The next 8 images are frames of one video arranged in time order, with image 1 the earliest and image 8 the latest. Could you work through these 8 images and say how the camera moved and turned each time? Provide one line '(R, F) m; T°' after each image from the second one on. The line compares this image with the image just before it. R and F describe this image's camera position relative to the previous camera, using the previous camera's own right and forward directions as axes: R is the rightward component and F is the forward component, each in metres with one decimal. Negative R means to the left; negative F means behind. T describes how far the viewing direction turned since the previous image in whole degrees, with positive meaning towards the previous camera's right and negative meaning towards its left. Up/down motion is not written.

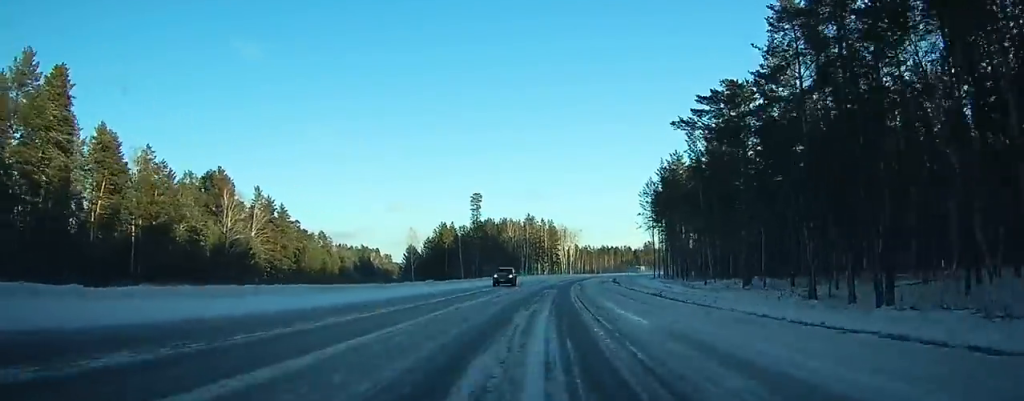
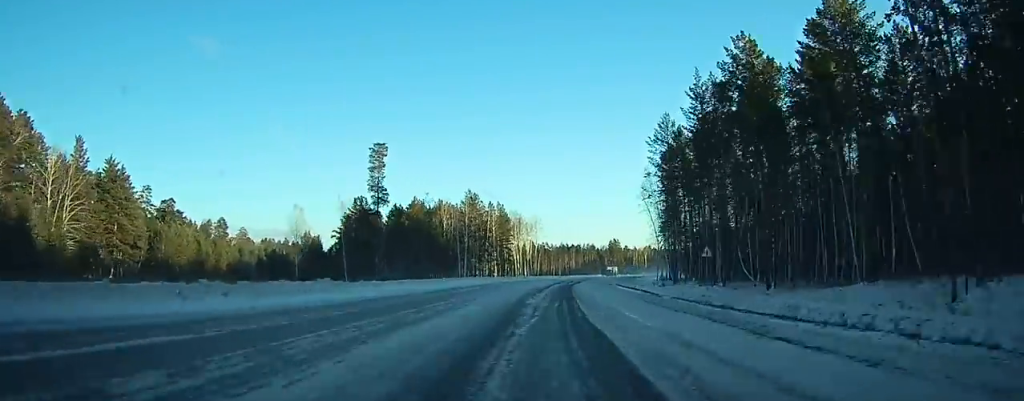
(+1.7, +61.0) m; +4°
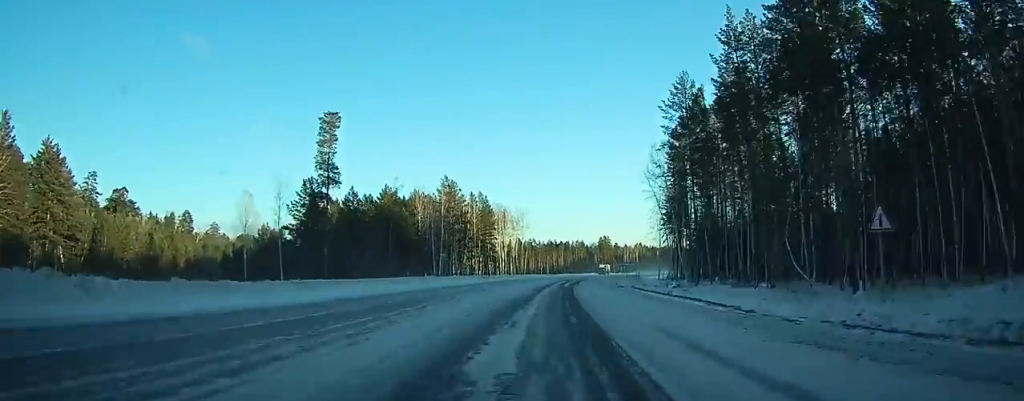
(+0.4, +18.1) m; +1°
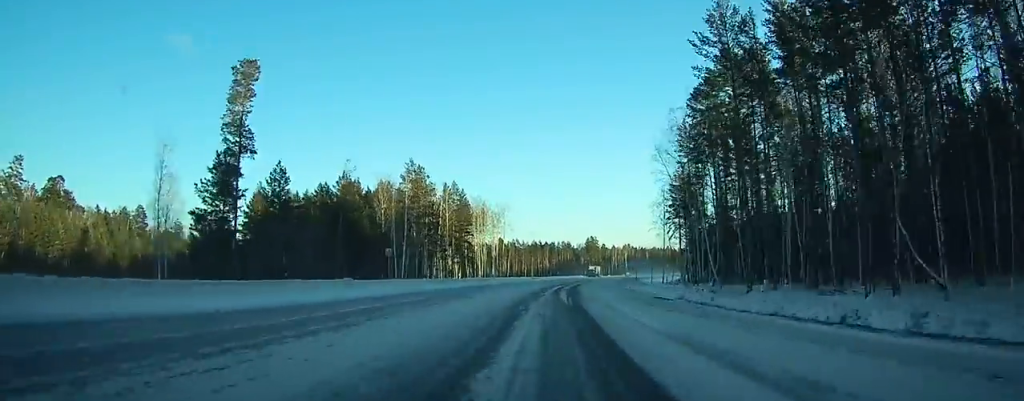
(+0.3, +21.0) m; +1°
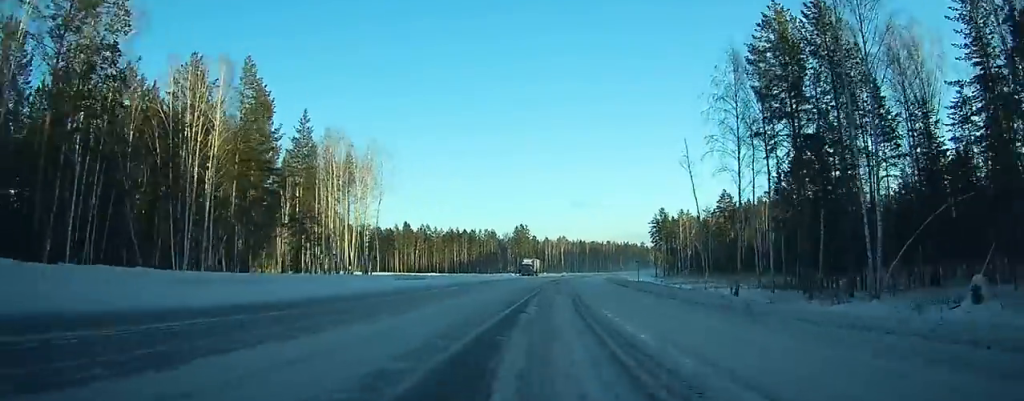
(+3.3, +73.2) m; +6°
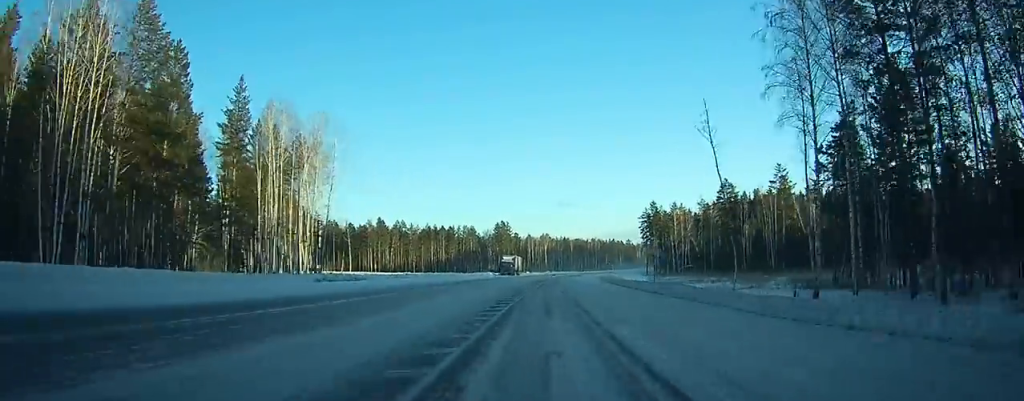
(+0.1, +16.4) m; +2°
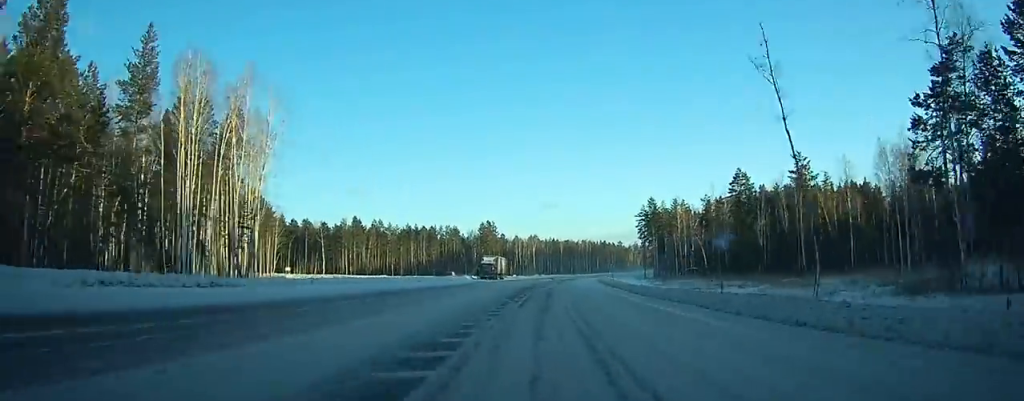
(+0.5, +19.4) m; +2°
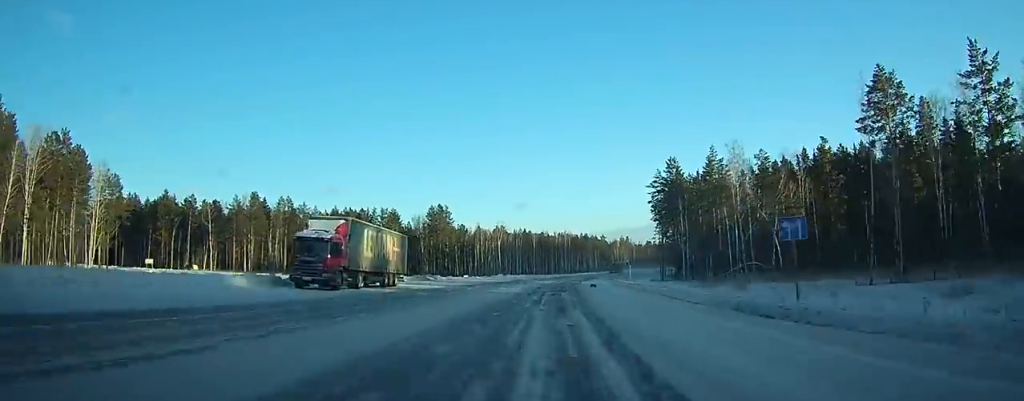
(+2.4, +68.6) m; +4°
